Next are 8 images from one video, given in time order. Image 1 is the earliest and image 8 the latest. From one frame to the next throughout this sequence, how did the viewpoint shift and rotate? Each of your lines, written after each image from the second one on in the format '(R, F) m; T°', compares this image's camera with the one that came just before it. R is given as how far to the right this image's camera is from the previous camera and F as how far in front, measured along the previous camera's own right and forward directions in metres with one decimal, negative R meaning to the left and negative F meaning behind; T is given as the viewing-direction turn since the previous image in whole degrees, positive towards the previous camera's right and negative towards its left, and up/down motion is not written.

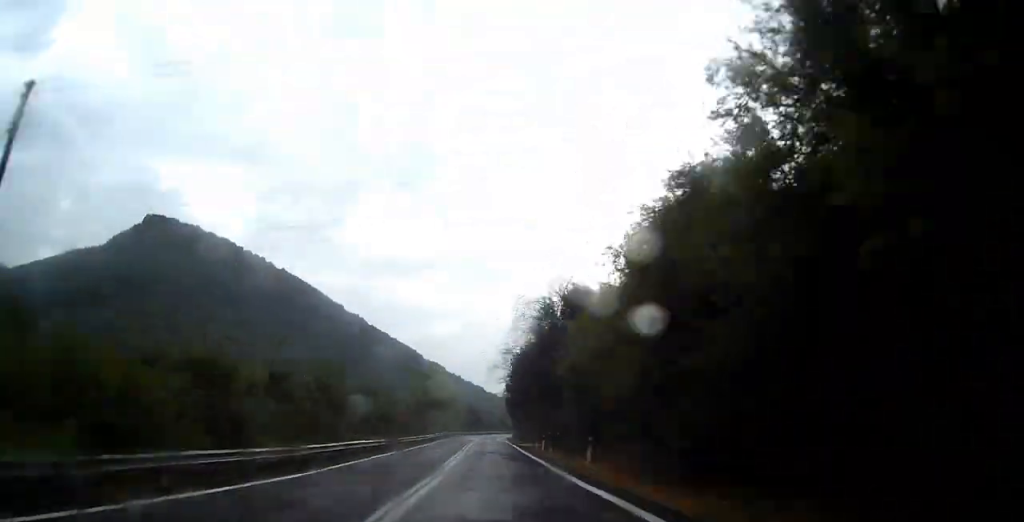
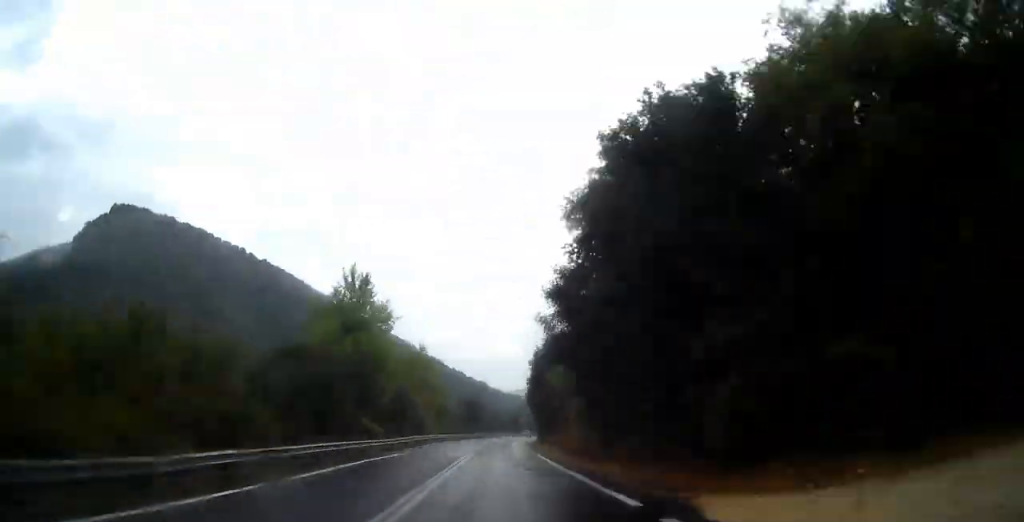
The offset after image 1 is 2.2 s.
(-4.5, +53.0) m; 0°
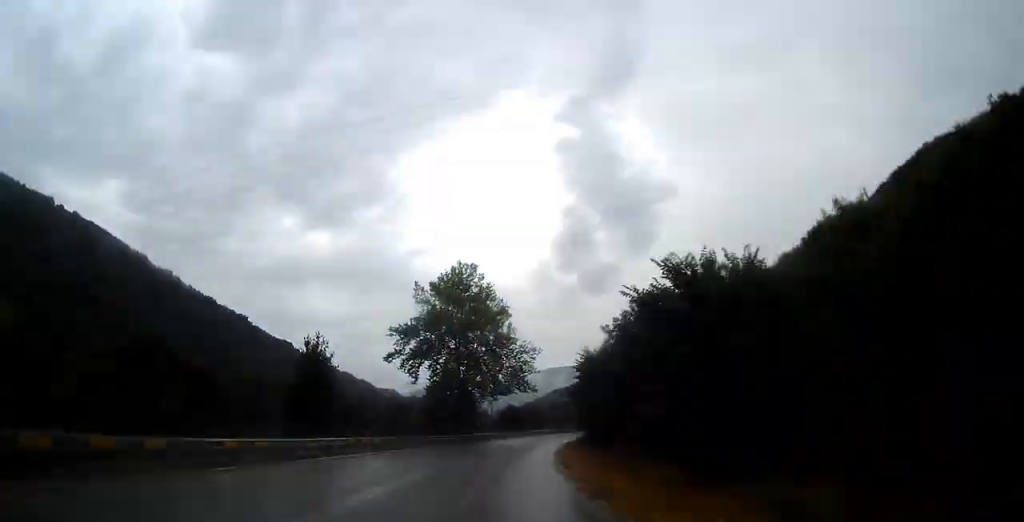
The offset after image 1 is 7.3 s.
(+9.9, +121.6) m; +14°
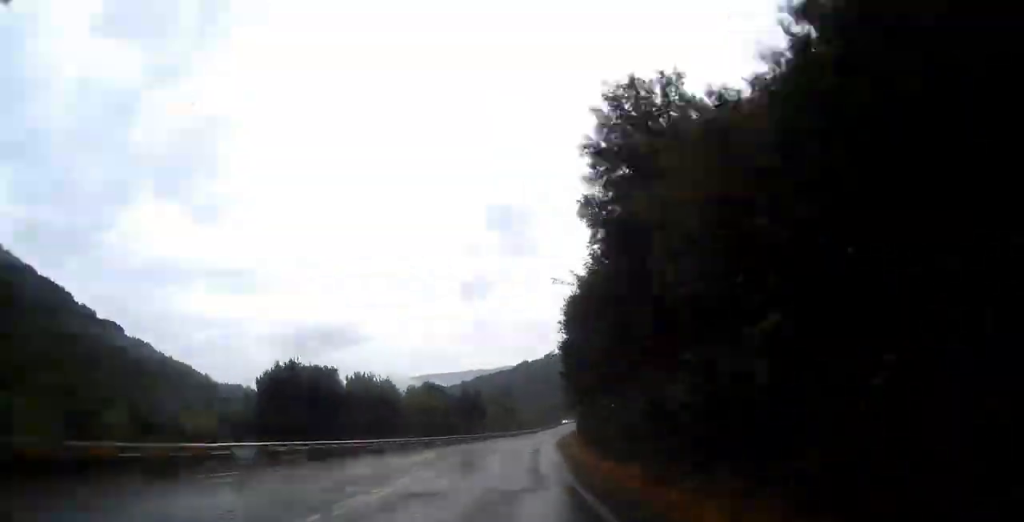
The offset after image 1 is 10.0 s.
(+9.7, +63.7) m; +6°
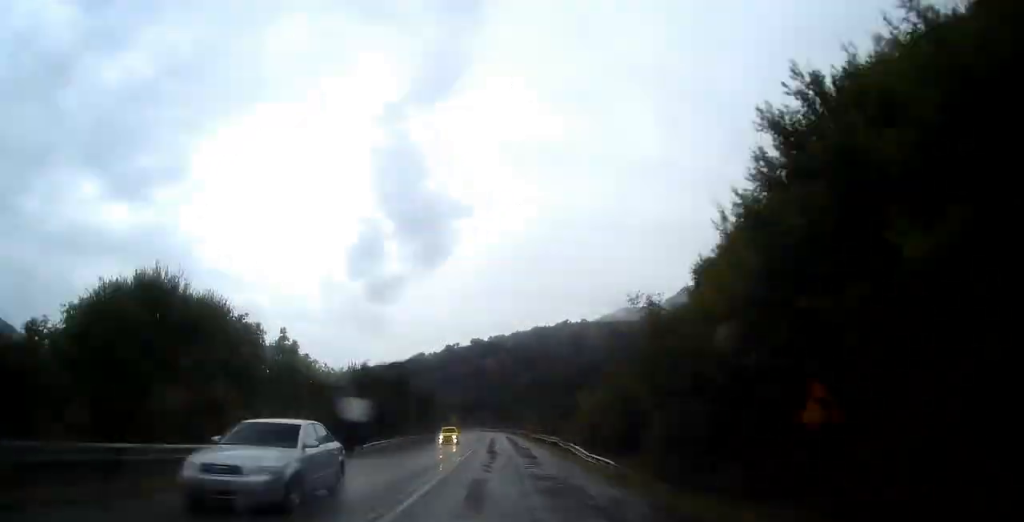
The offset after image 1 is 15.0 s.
(+9.8, +108.9) m; +3°
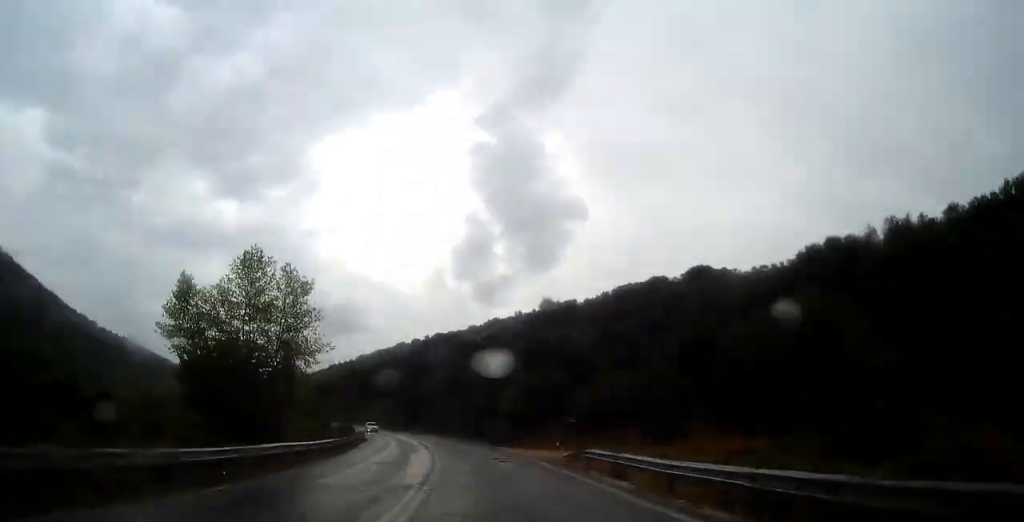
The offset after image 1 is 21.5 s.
(-8.7, +172.4) m; -14°
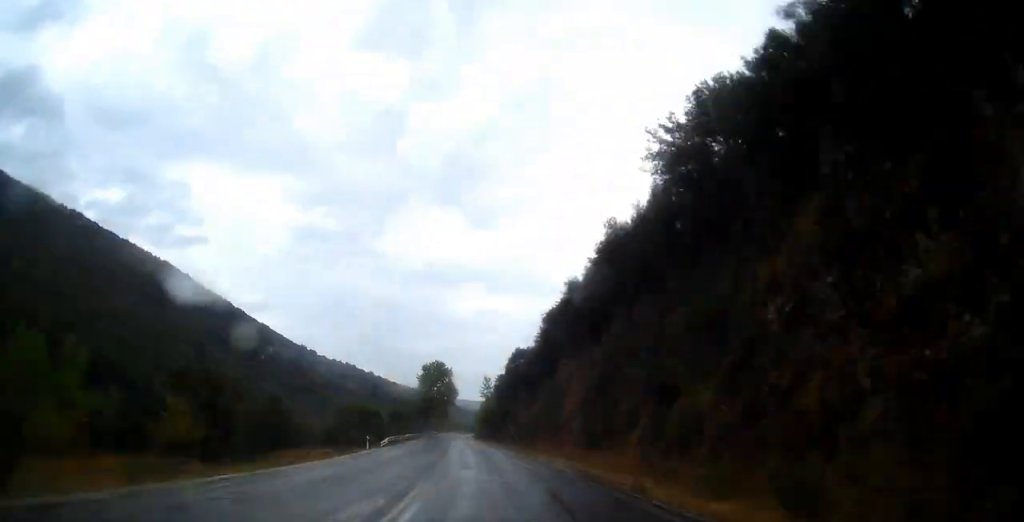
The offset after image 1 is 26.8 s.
(-26.7, +138.4) m; -16°
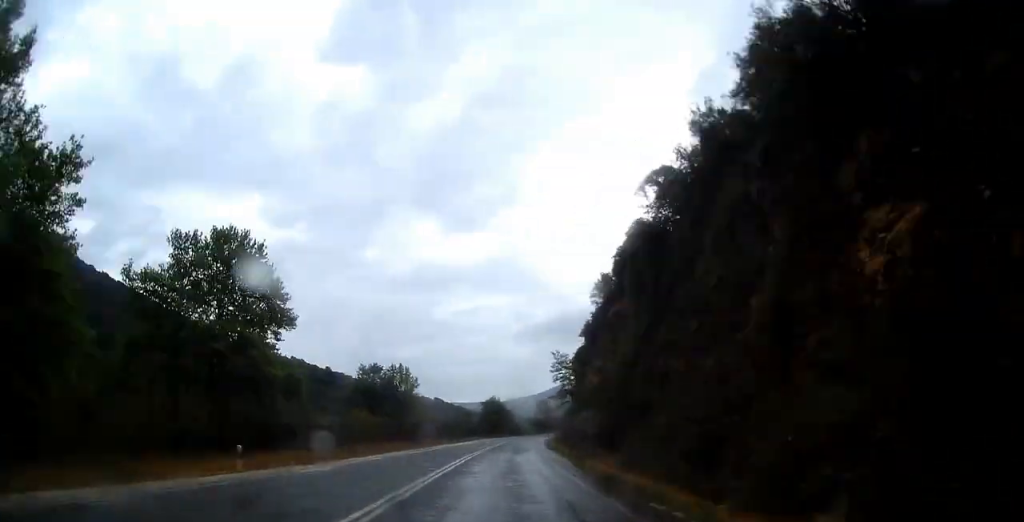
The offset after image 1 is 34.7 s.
(-4.0, +188.1) m; +4°
